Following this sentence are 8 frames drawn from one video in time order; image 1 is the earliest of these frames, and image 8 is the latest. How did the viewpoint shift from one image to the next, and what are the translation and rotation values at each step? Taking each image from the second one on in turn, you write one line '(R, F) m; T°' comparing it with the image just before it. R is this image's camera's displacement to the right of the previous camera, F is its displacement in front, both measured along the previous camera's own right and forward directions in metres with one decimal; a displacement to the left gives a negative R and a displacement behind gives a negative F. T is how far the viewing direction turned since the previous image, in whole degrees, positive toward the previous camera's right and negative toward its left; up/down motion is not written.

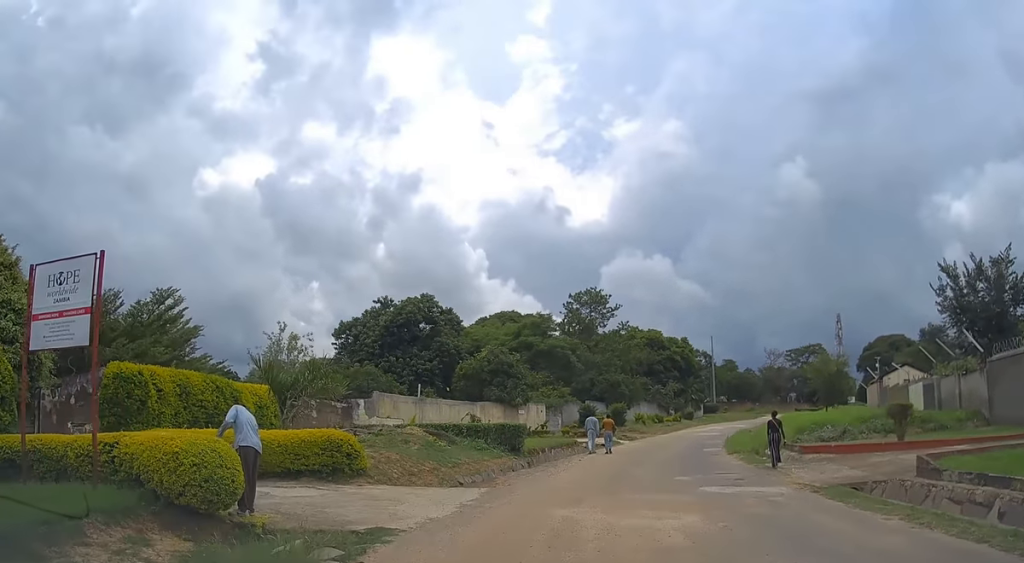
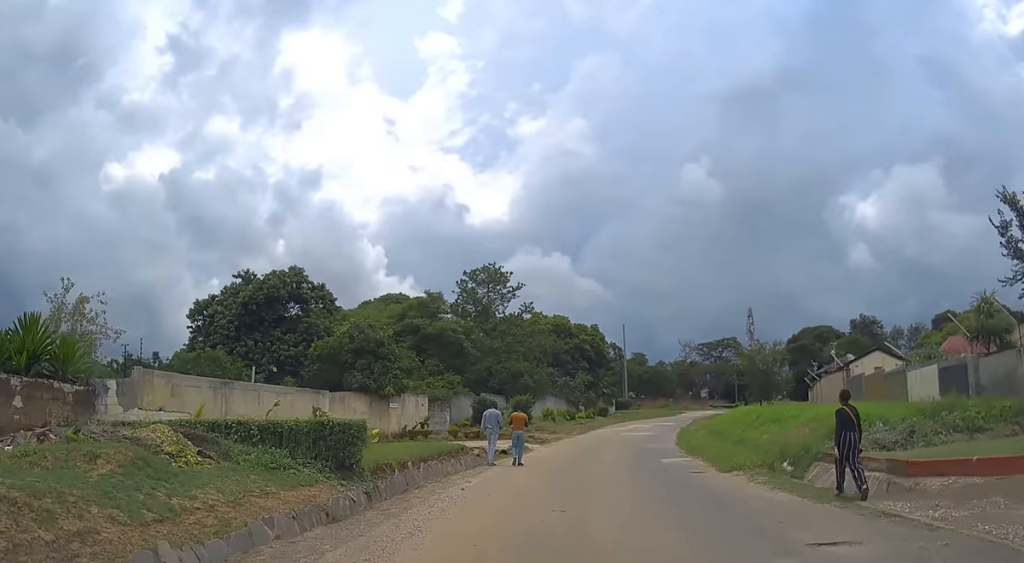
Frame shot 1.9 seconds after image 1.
(+0.7, +11.5) m; +7°
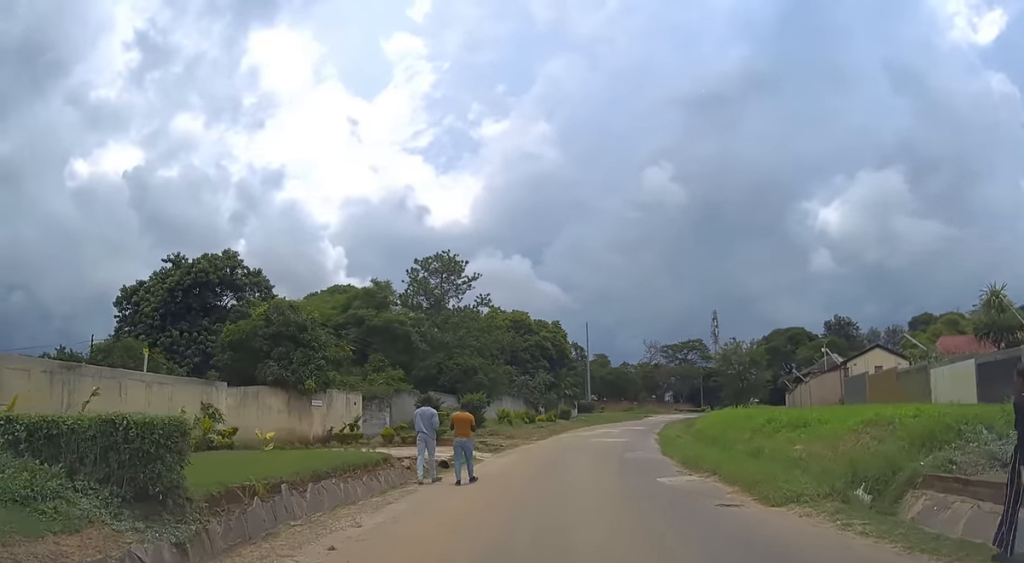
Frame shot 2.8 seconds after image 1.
(+0.3, +6.0) m; +2°
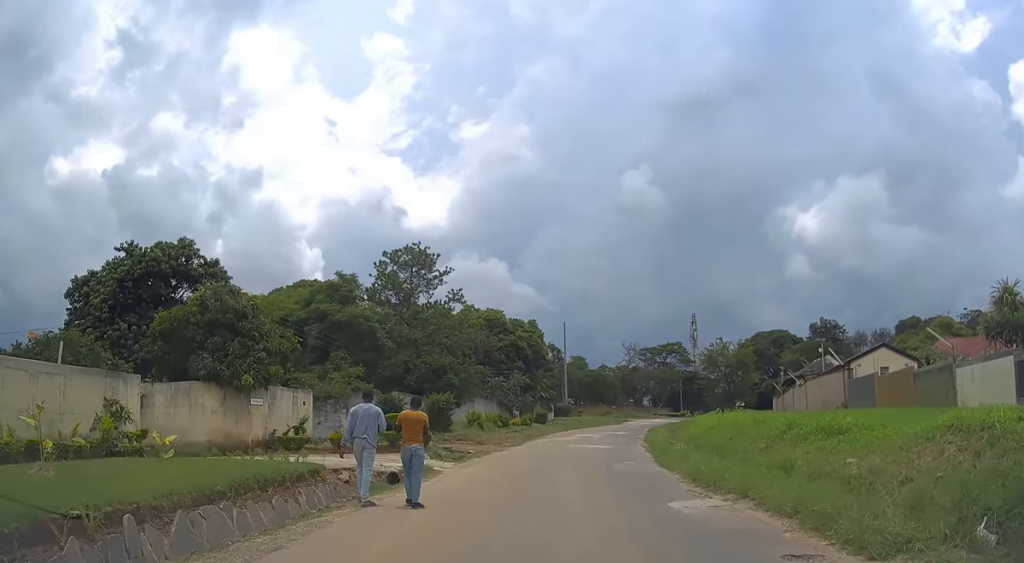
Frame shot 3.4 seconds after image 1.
(0.0, +3.9) m; +1°
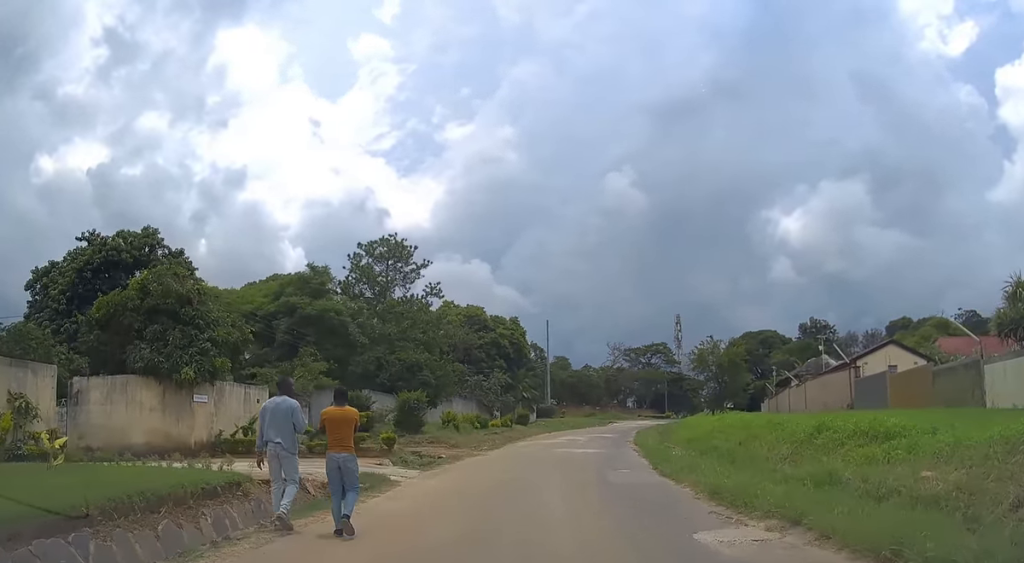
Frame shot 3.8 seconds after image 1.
(-0.1, +3.0) m; +1°
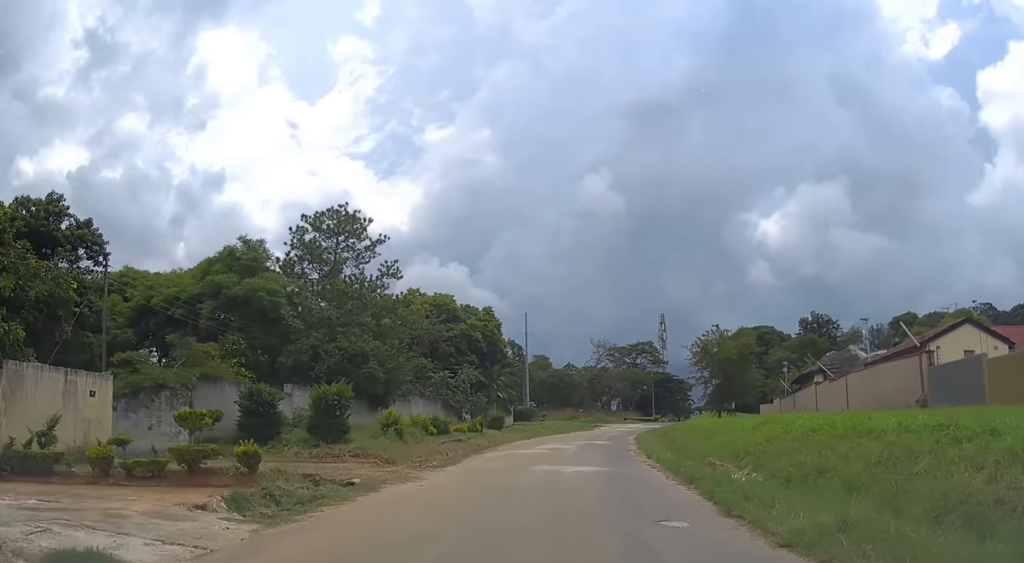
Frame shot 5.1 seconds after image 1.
(+0.4, +9.2) m; +5°
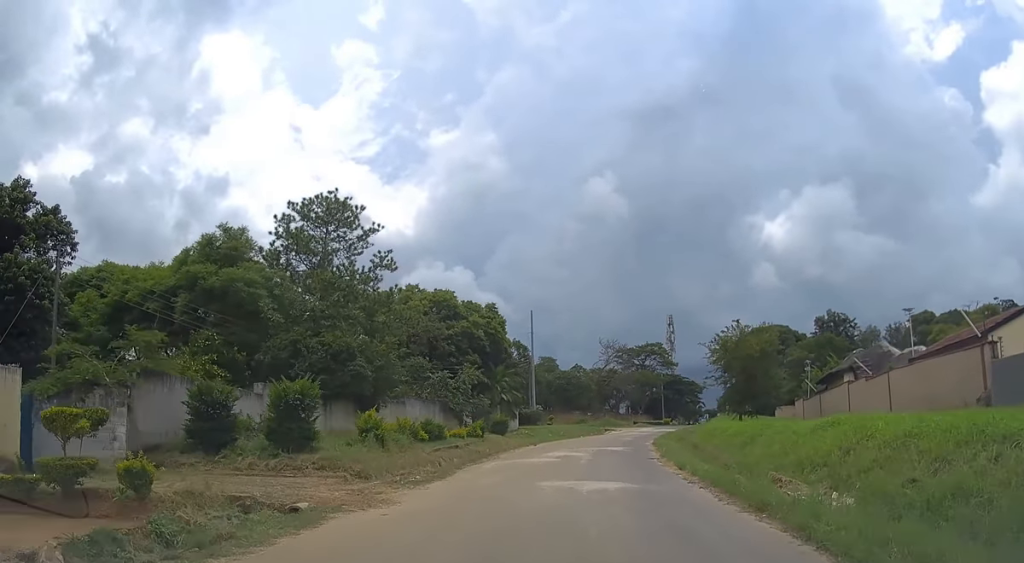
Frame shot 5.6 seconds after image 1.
(0.0, +4.1) m; 0°
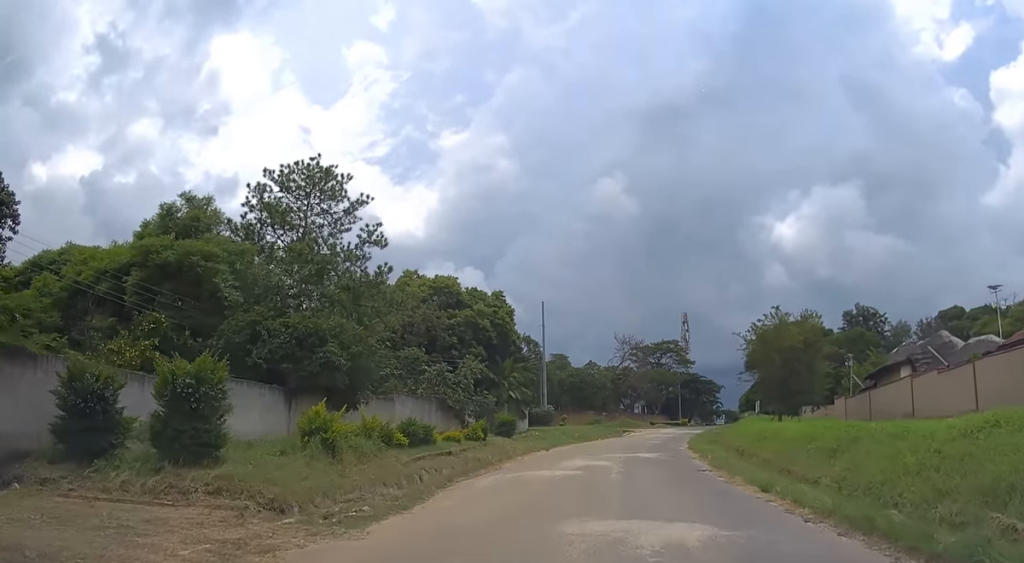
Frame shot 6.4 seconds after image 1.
(0.0, +6.3) m; 0°
